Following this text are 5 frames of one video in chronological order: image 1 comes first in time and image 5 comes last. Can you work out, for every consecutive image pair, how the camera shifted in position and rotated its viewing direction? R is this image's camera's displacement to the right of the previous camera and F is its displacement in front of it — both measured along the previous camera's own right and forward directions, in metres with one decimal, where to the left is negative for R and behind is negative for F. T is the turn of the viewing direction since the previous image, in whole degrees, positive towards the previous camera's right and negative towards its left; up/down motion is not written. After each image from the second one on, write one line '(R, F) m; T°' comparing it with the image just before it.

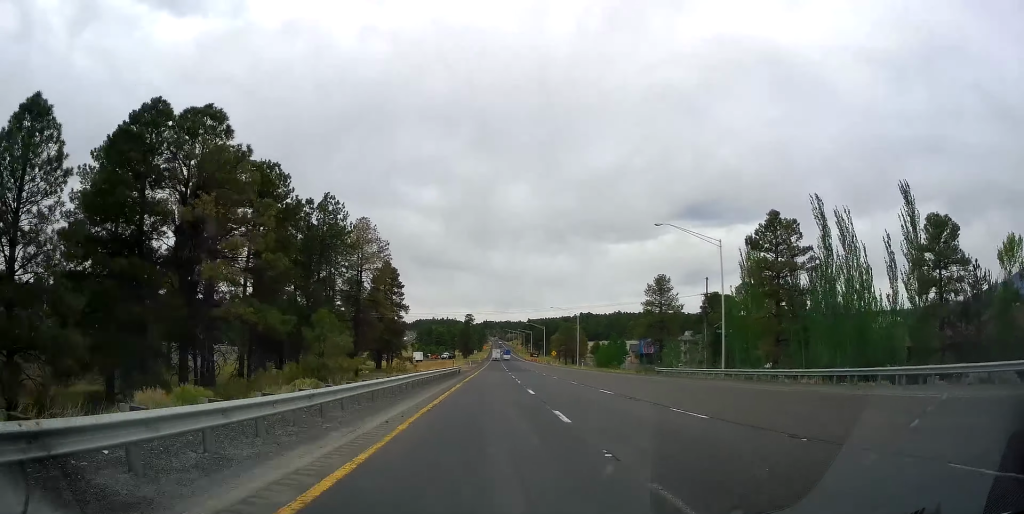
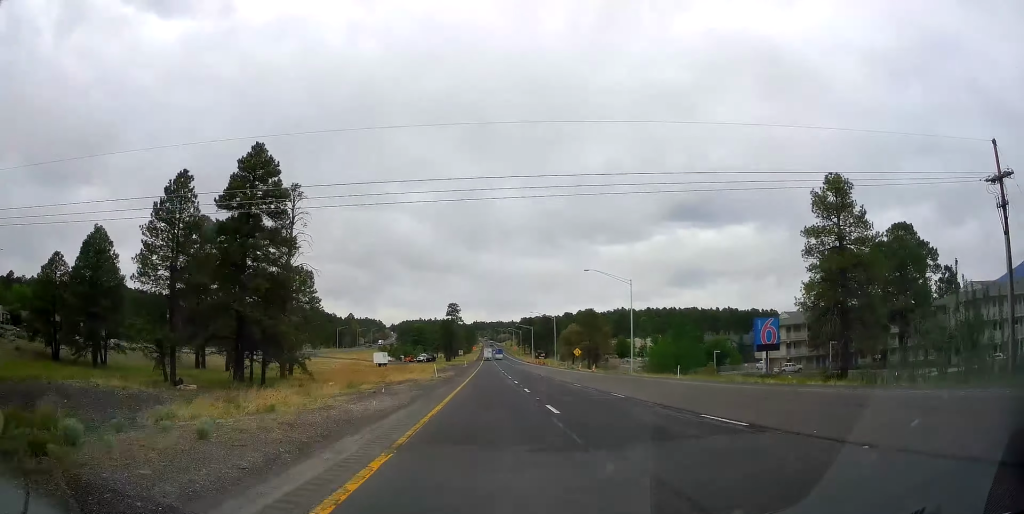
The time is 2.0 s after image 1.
(+0.6, +63.2) m; +1°
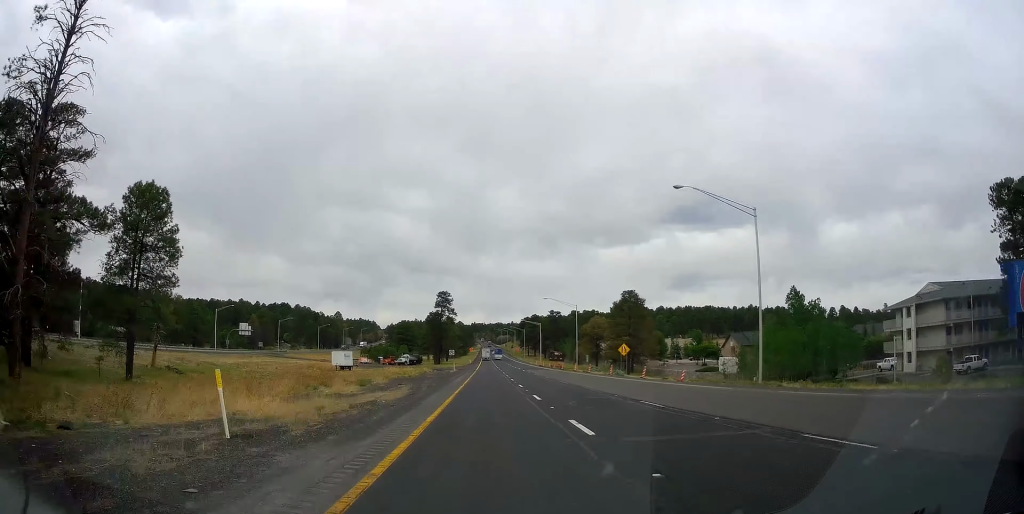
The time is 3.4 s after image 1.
(+0.7, +42.8) m; +2°
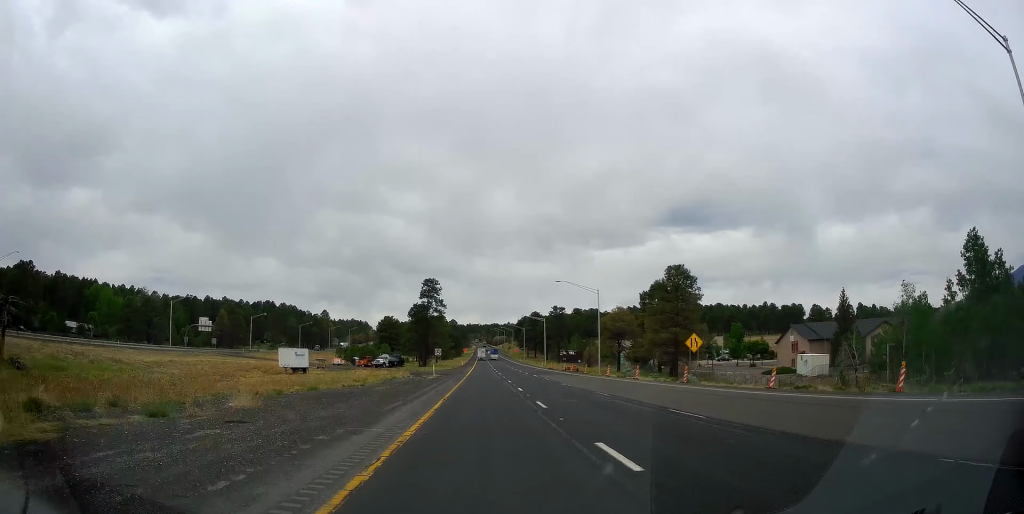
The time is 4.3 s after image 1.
(0.0, +28.9) m; -1°
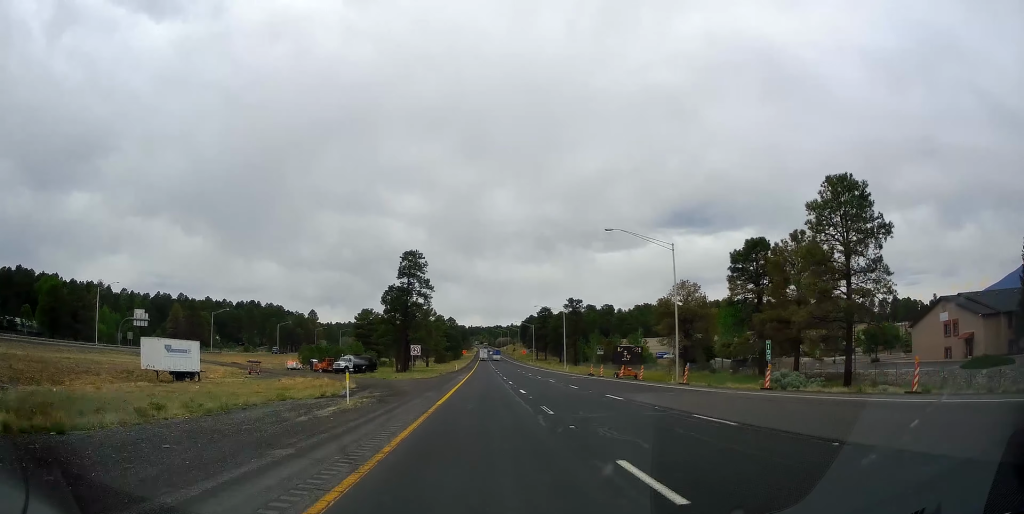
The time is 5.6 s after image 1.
(-0.5, +38.8) m; 0°
